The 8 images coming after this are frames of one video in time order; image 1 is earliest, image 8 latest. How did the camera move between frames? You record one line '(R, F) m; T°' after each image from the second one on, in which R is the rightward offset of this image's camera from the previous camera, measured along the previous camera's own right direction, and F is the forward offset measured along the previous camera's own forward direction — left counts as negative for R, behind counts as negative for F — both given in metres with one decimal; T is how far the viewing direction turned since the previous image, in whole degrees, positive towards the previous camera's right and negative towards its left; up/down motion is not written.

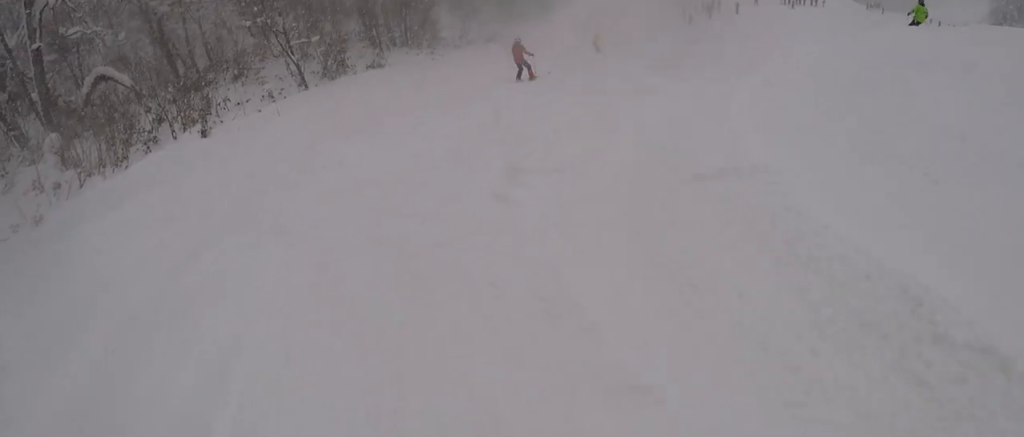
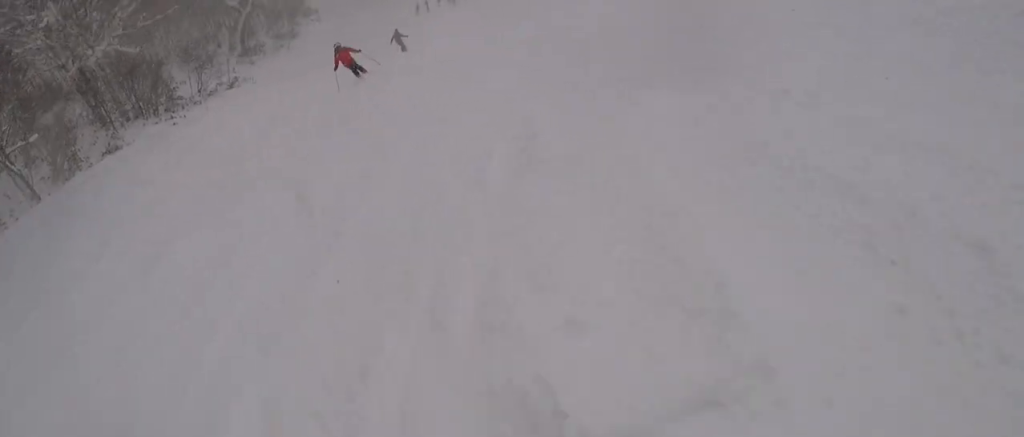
(+1.1, +3.3) m; +26°
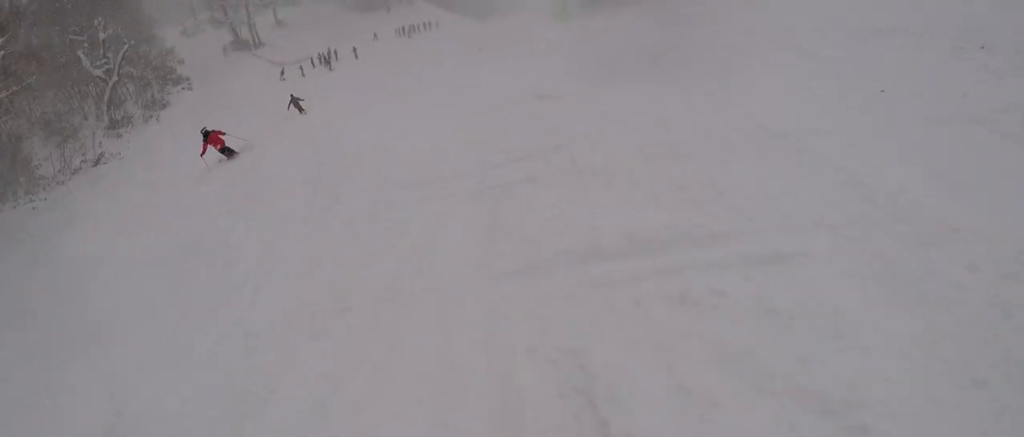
(+0.2, +2.3) m; +13°
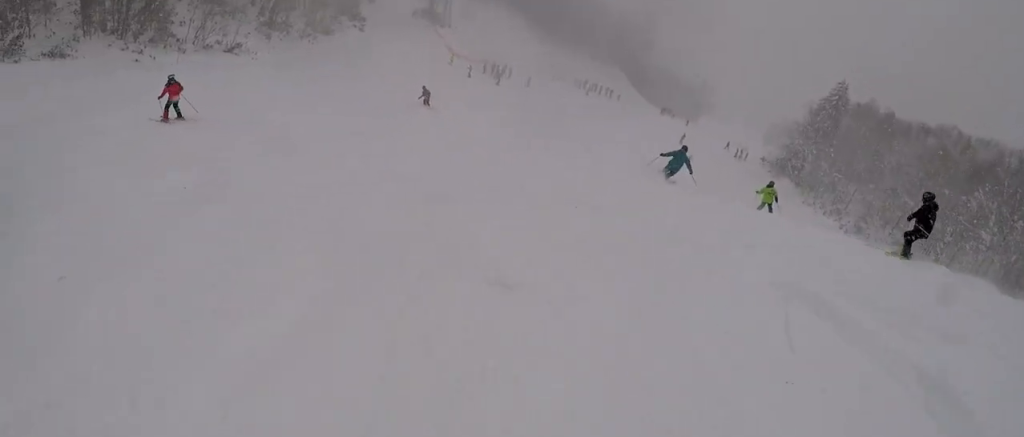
(+0.8, +5.4) m; -10°
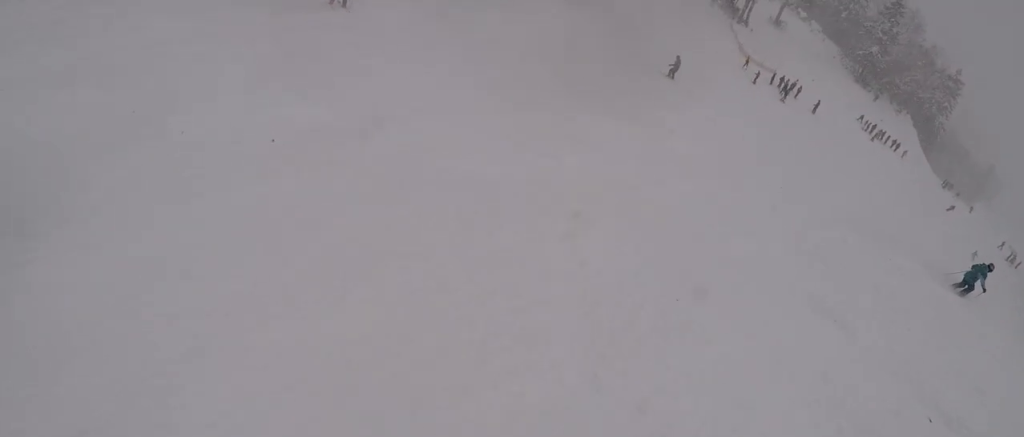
(-0.9, +3.5) m; -25°
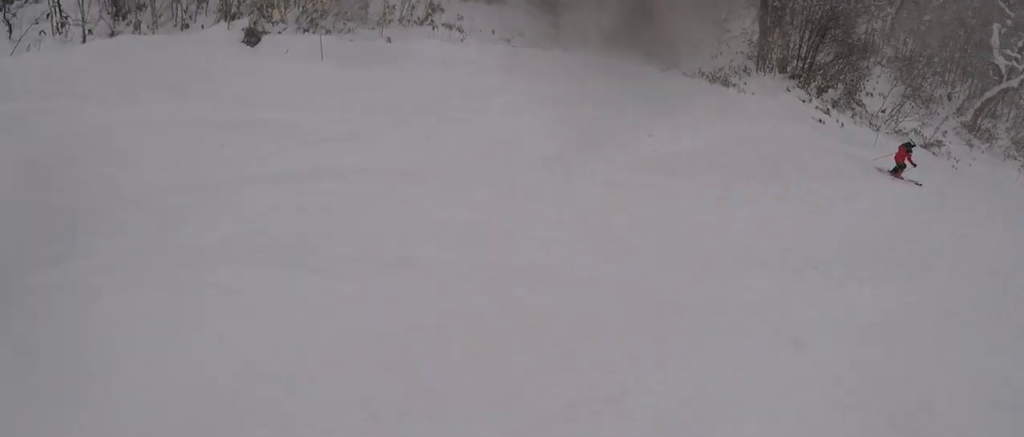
(-2.9, +7.5) m; -26°
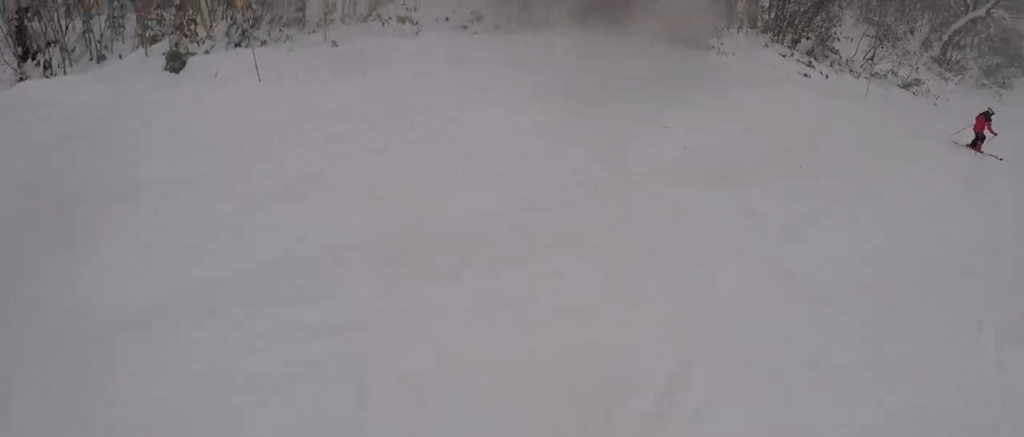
(-0.2, +2.4) m; +5°
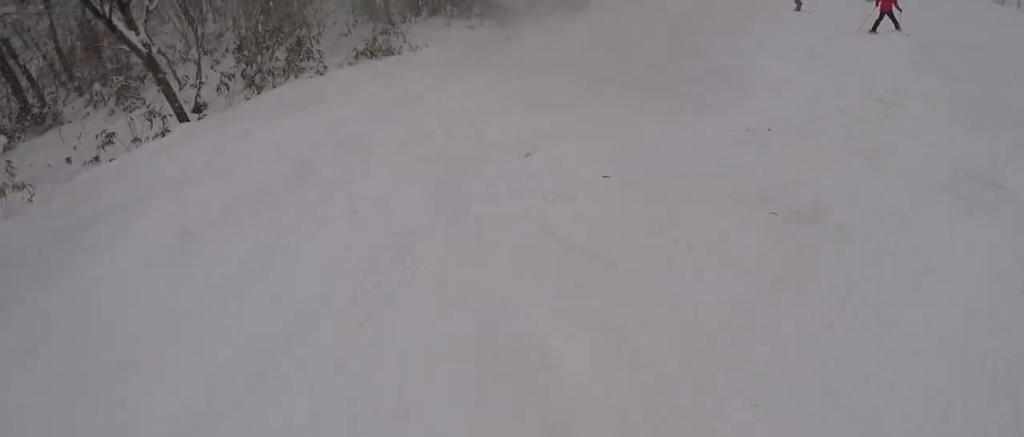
(+0.8, +4.7) m; +34°
